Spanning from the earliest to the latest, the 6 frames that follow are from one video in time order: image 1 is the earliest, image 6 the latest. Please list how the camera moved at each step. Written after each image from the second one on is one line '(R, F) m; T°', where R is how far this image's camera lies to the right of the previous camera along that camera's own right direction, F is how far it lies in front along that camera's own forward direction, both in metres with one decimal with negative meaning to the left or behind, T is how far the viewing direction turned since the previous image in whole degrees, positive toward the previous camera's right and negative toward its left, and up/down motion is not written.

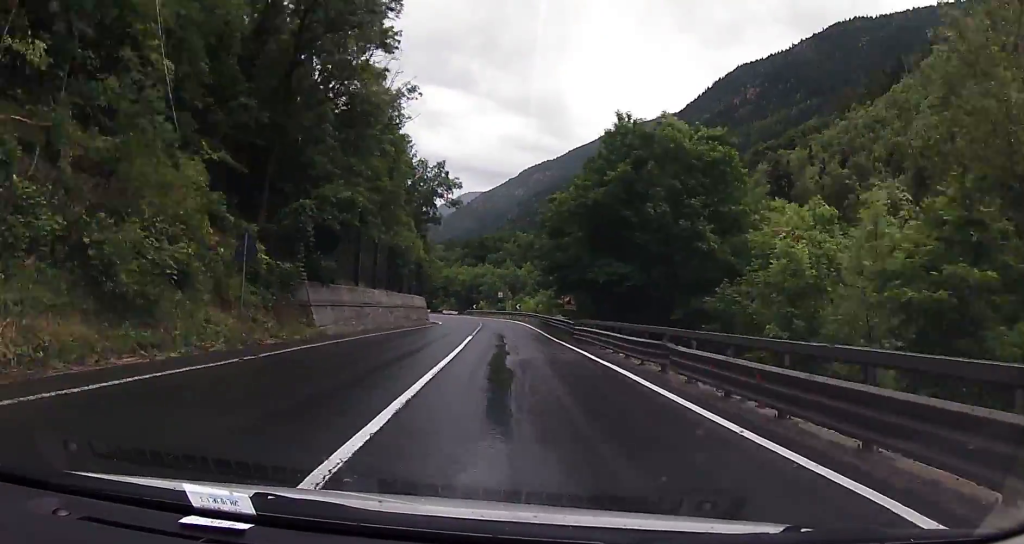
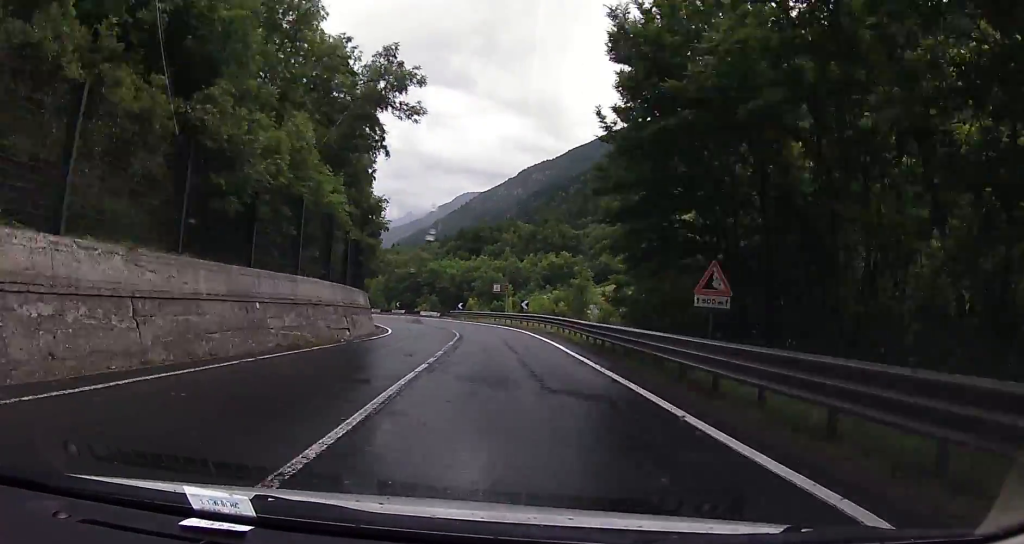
(+0.2, +32.0) m; +1°
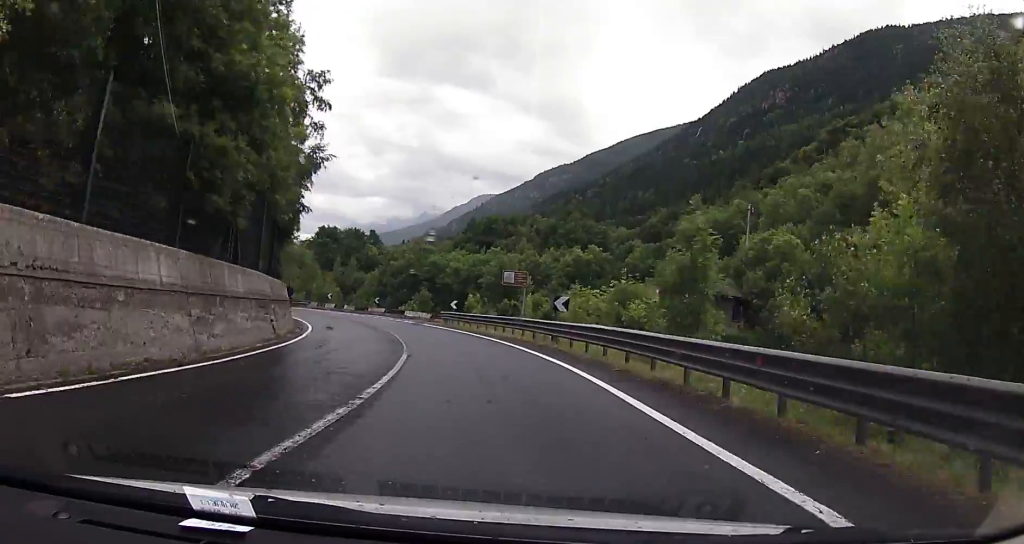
(-0.2, +25.1) m; -3°
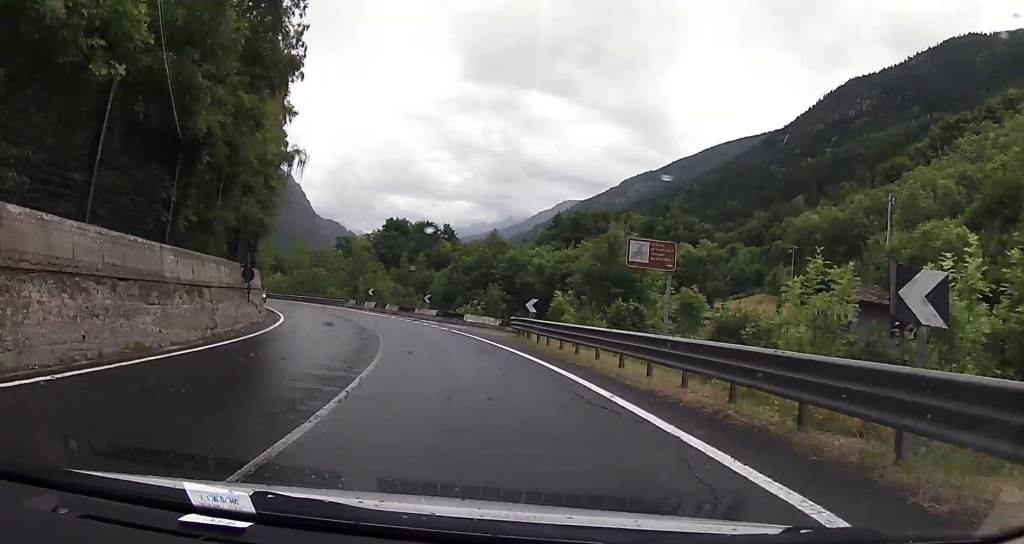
(-1.0, +19.9) m; -8°
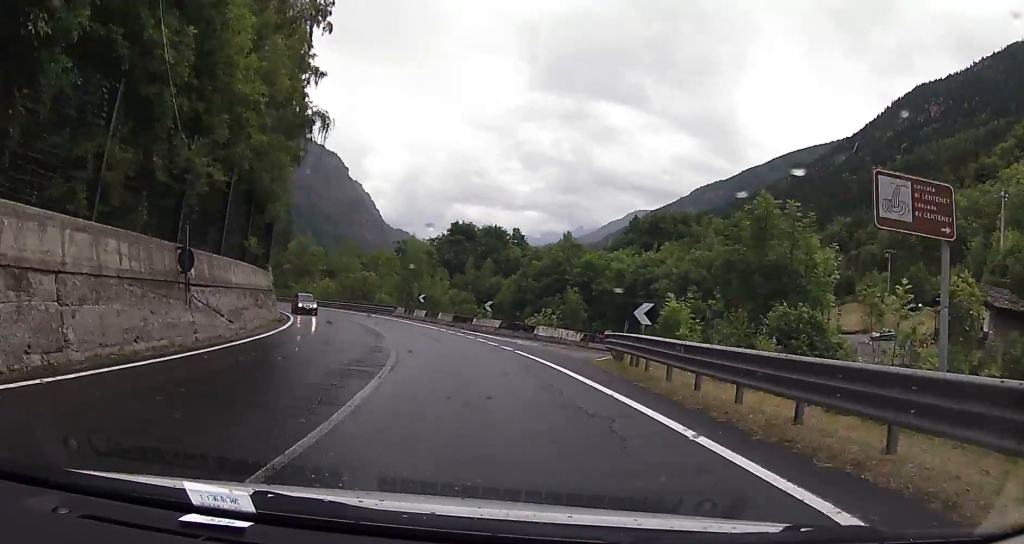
(-0.7, +11.1) m; -6°
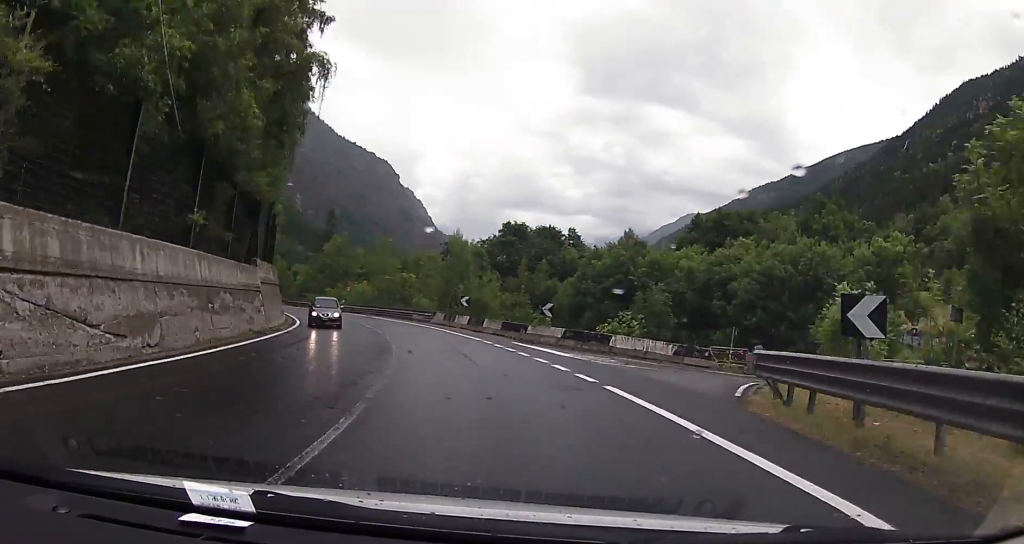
(-0.4, +9.7) m; -6°
